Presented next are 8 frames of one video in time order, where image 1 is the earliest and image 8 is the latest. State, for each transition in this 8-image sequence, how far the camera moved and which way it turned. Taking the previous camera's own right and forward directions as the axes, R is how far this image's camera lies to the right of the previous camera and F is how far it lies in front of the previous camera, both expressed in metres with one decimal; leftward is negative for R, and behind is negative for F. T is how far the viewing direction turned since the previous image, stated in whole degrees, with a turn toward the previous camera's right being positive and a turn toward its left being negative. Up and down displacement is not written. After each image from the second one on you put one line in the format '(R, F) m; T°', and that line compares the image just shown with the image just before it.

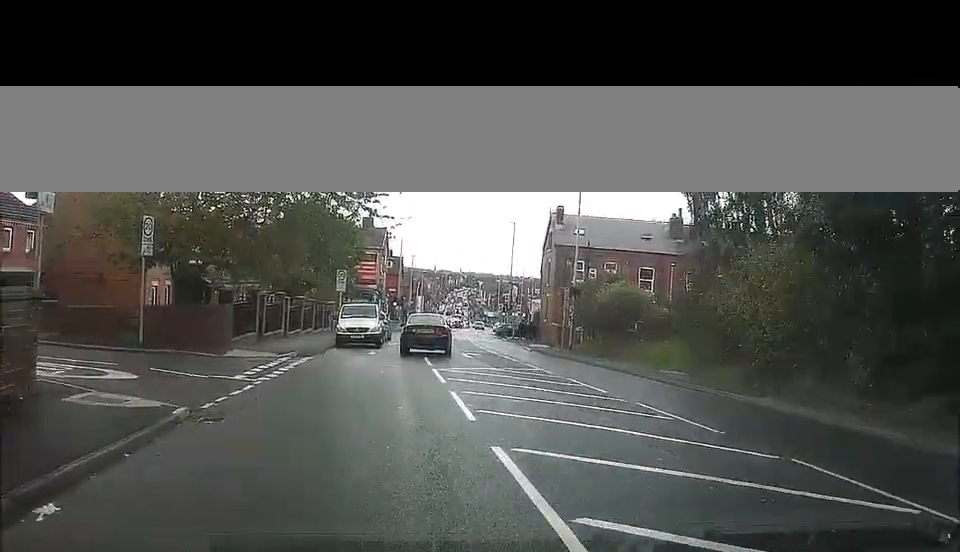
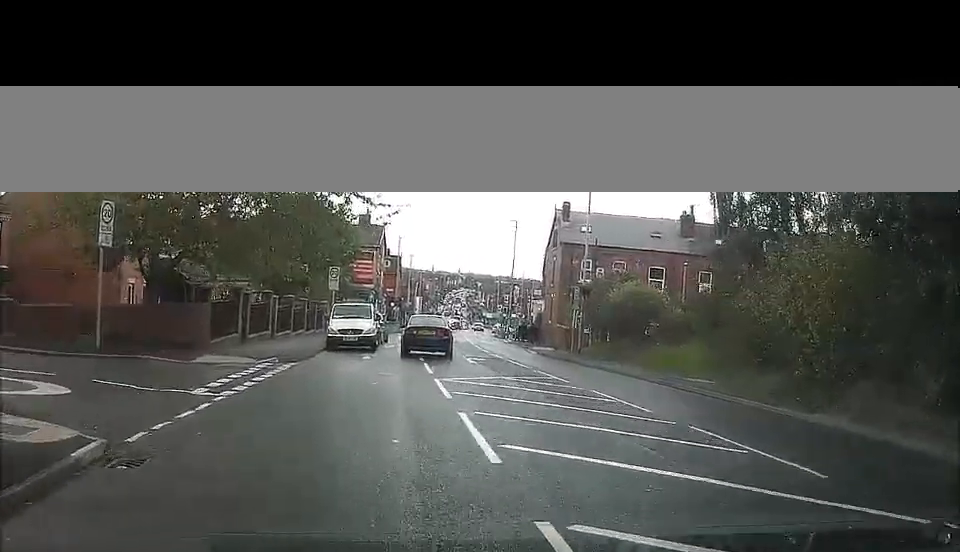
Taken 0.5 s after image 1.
(-0.1, +3.7) m; -1°
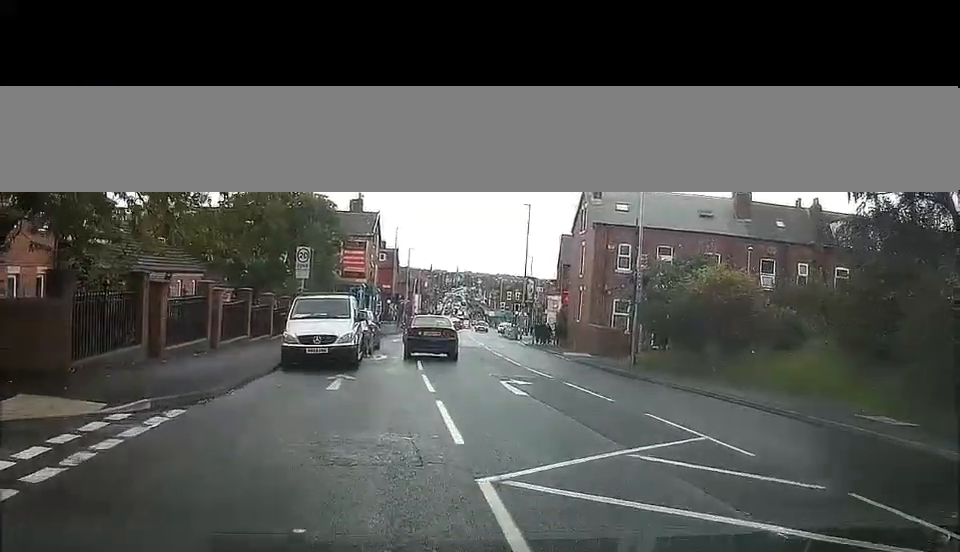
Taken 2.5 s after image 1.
(+0.5, +13.2) m; +2°
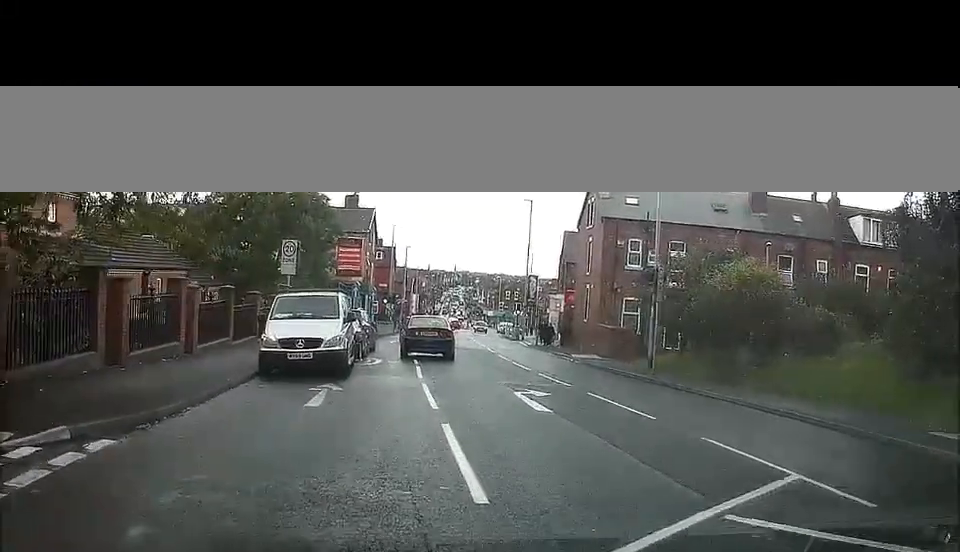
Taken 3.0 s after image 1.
(-0.1, +2.6) m; -2°
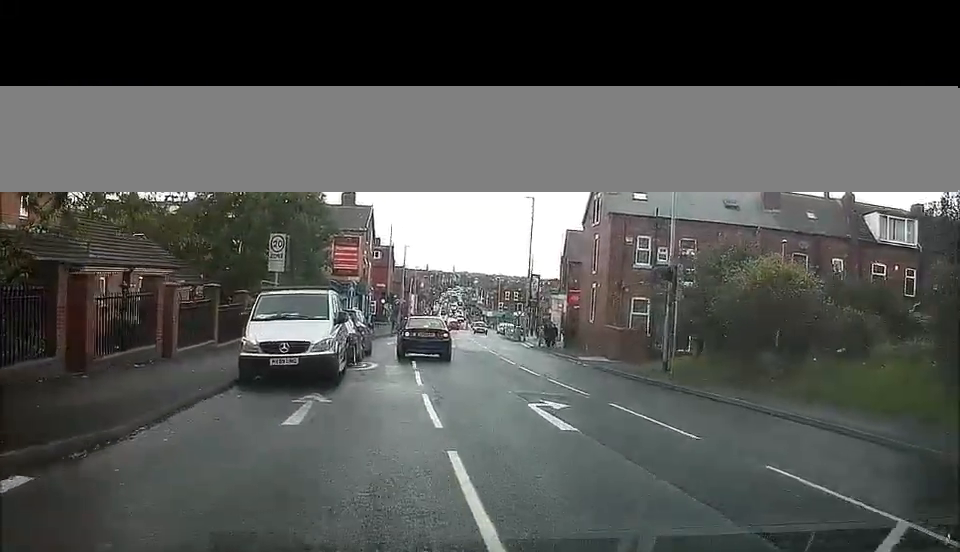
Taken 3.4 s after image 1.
(0.0, +2.0) m; -1°
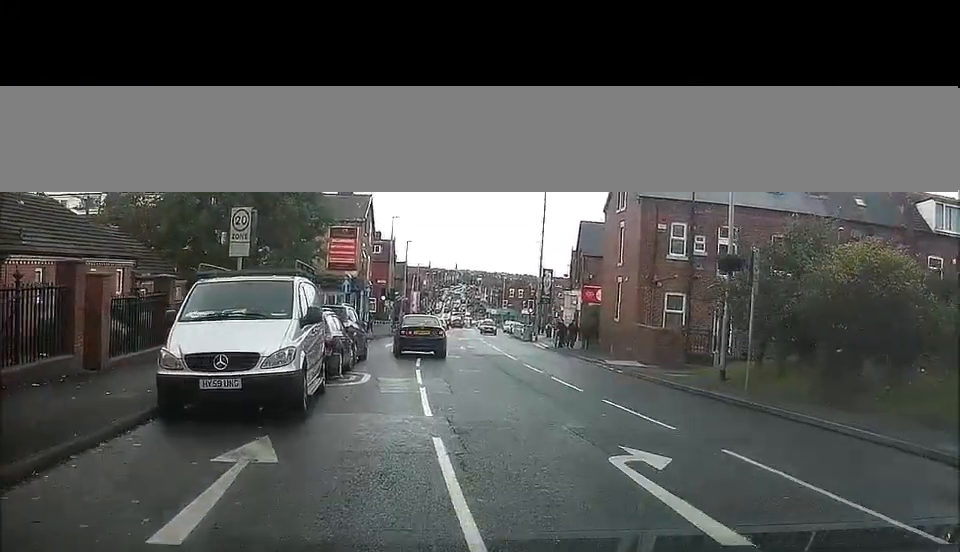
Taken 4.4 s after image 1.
(-0.1, +3.0) m; 0°
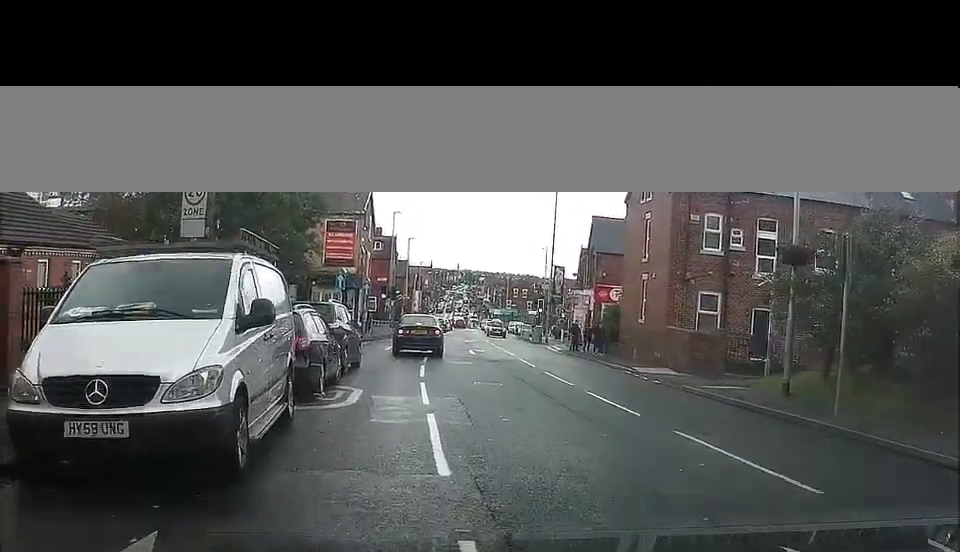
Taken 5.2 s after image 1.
(+0.1, +3.7) m; +2°
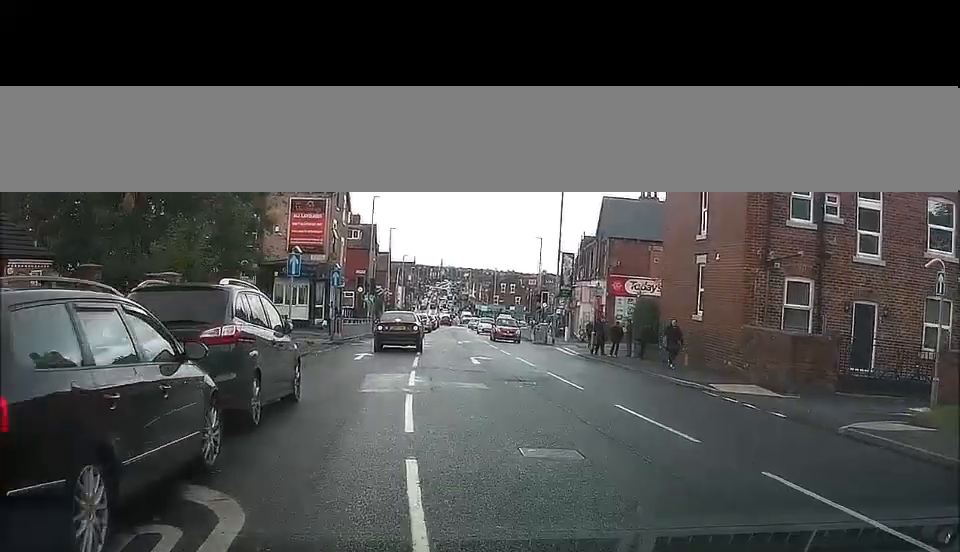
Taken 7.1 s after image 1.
(+0.3, +11.2) m; +1°
